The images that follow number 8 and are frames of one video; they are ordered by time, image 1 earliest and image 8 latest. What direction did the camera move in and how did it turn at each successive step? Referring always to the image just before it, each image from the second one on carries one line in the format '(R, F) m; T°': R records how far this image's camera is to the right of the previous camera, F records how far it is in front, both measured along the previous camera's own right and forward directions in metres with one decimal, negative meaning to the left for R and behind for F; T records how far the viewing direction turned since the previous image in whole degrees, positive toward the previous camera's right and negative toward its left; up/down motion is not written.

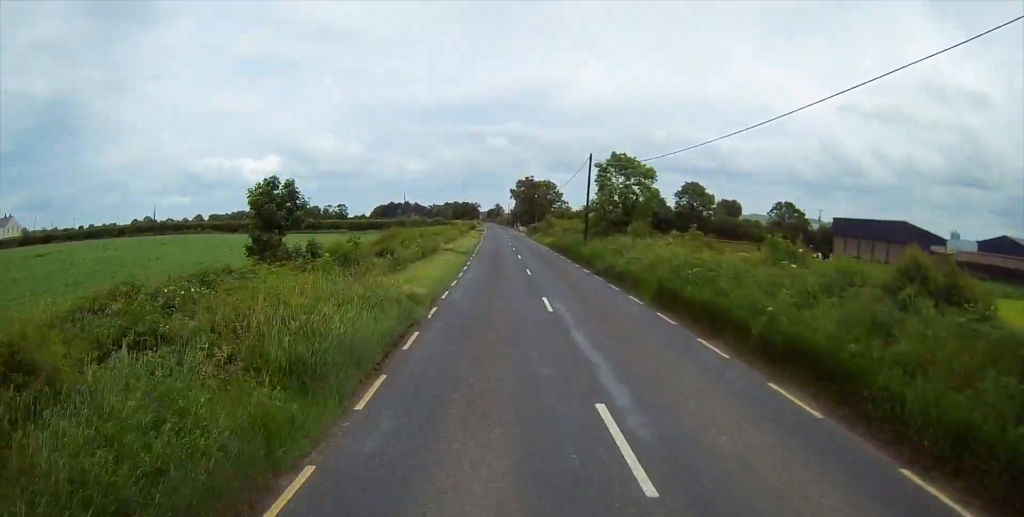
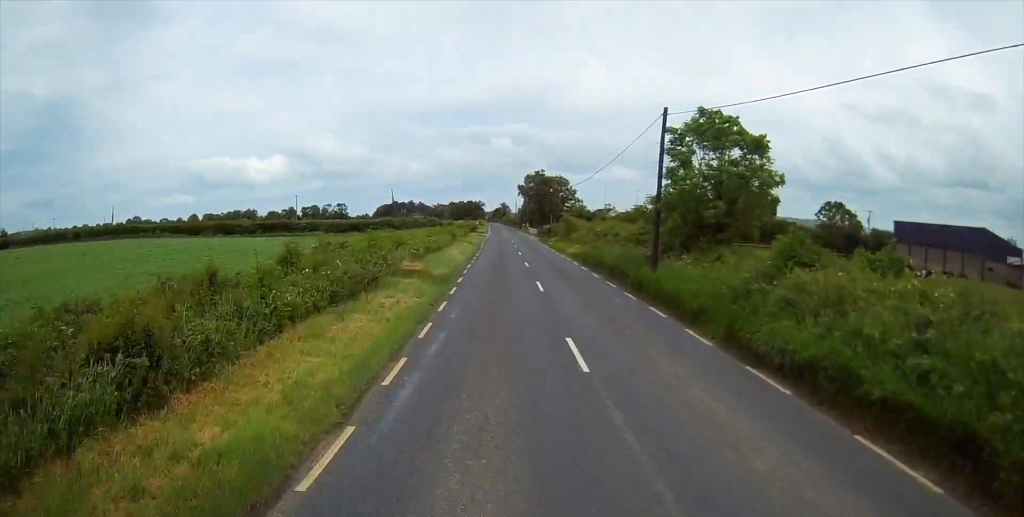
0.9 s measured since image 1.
(-0.3, +19.0) m; -1°
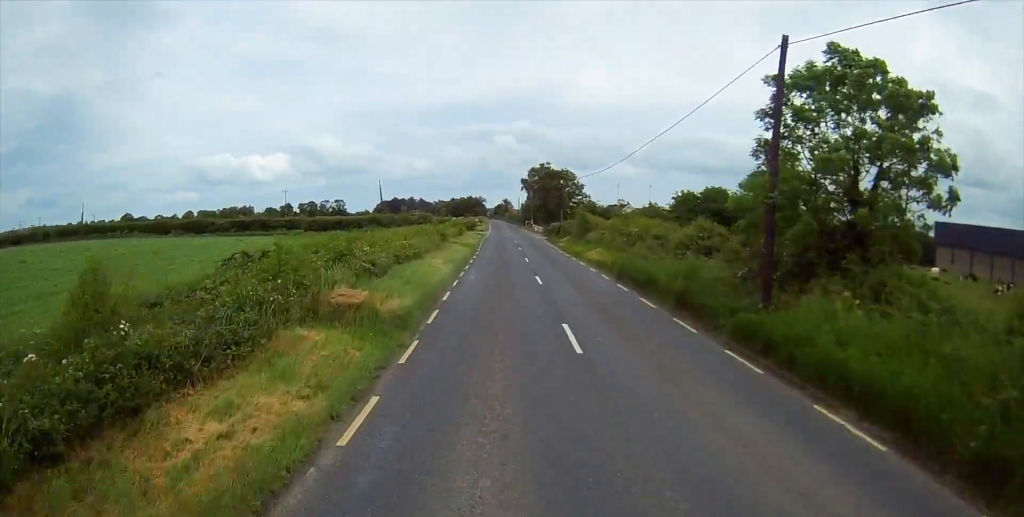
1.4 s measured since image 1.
(-0.1, +11.0) m; 0°
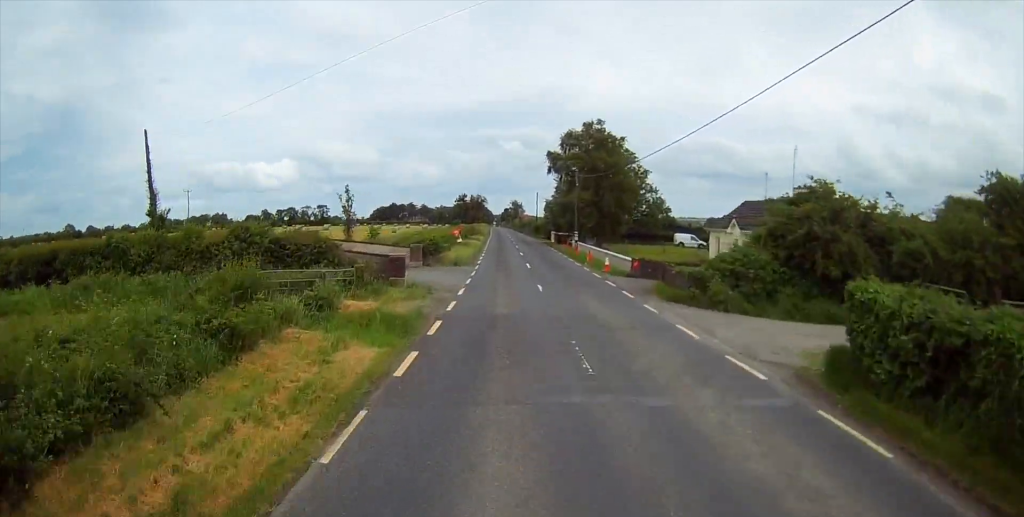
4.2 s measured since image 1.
(0.0, +61.6) m; 0°
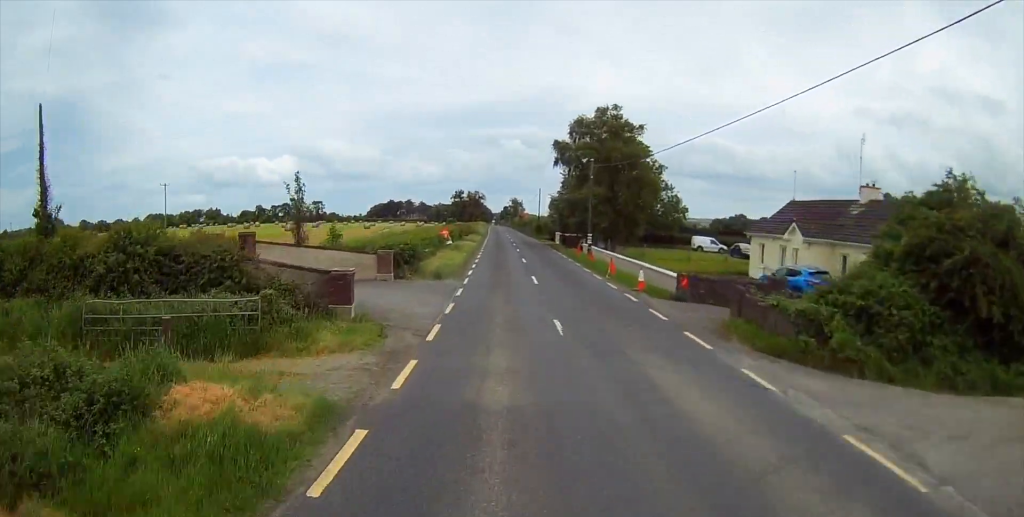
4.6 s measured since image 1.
(0.0, +8.8) m; 0°
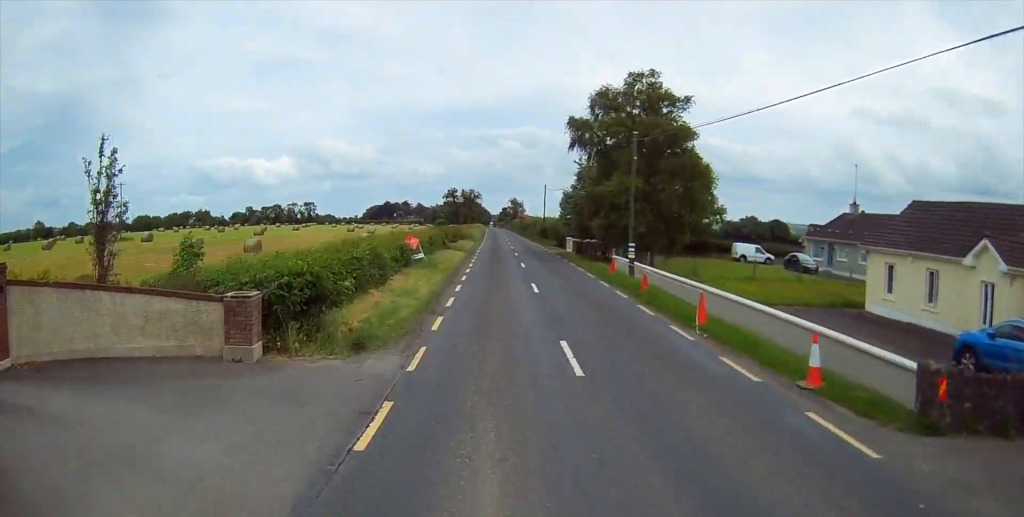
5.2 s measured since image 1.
(-0.1, +14.6) m; 0°
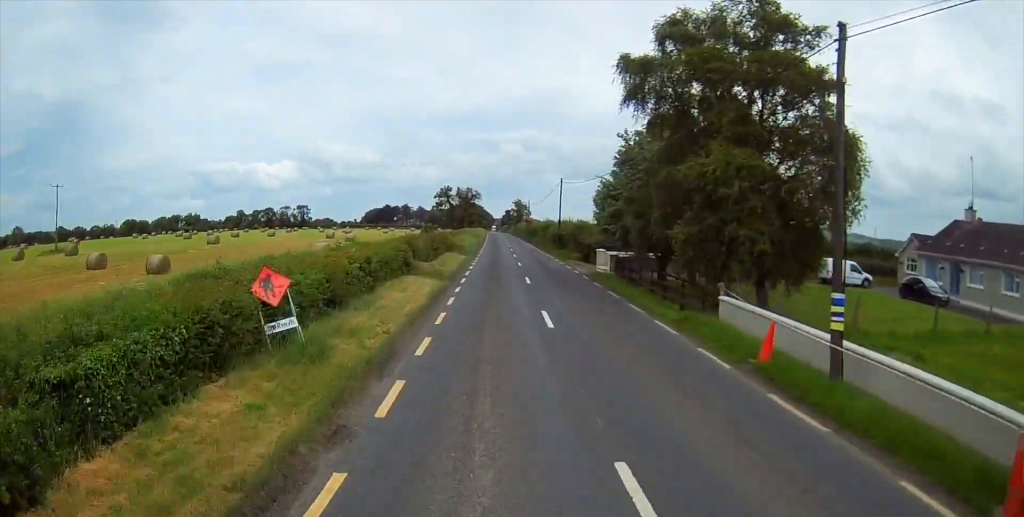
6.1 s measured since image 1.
(+0.1, +18.1) m; 0°
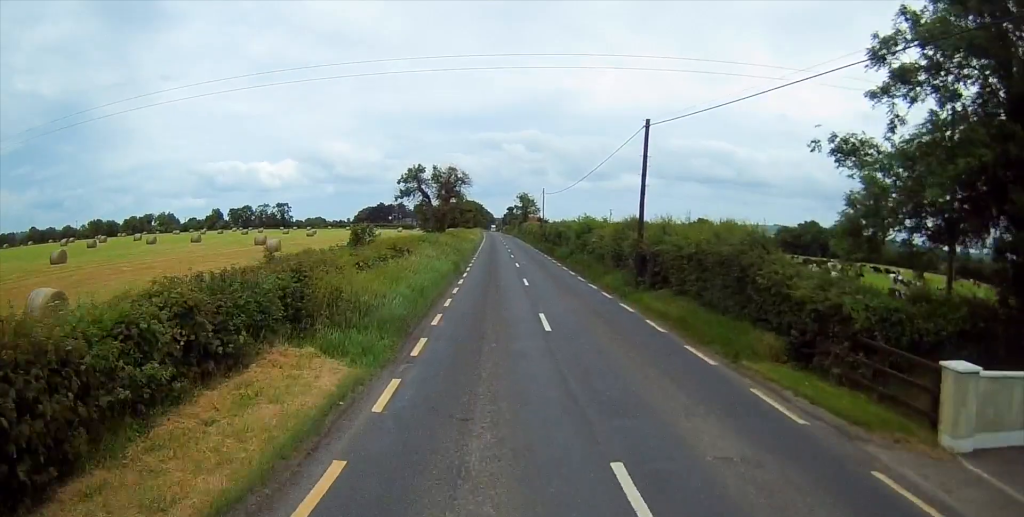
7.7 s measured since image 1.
(0.0, +34.8) m; 0°
